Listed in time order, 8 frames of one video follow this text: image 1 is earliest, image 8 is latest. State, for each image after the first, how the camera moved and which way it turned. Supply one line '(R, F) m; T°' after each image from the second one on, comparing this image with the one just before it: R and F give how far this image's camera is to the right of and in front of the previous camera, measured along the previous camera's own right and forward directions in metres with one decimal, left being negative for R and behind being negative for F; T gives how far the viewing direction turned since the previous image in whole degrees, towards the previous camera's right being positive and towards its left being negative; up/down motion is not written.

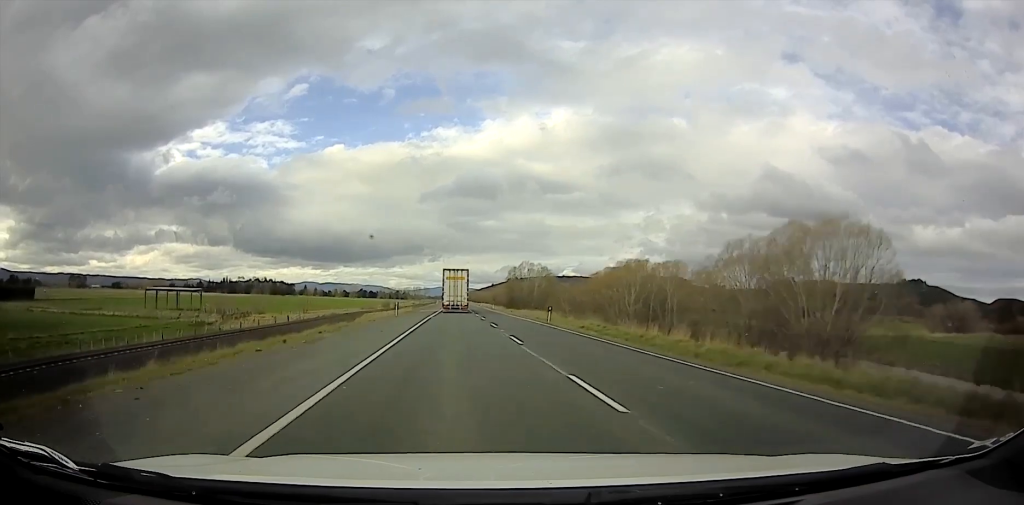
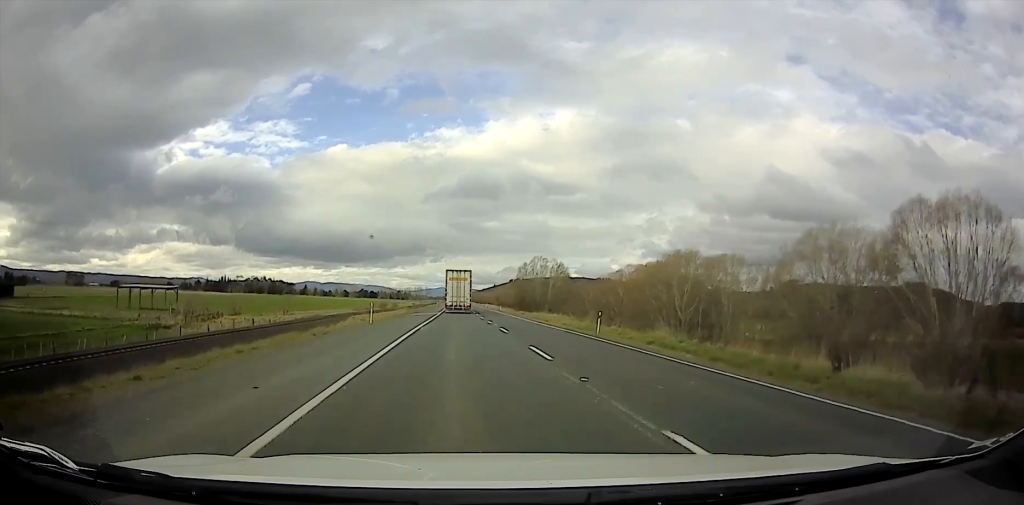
(0.0, +14.3) m; 0°
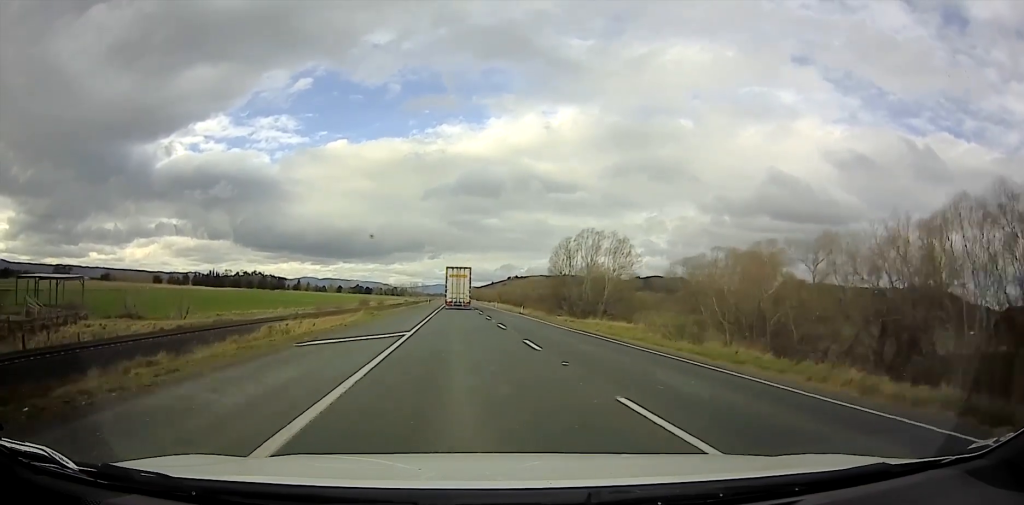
(0.0, +32.7) m; 0°
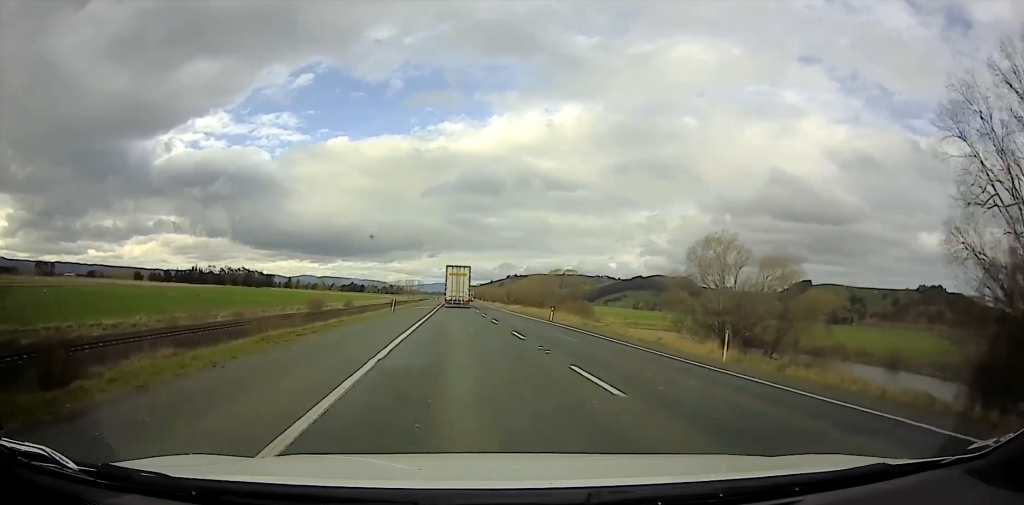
(0.0, +42.2) m; 0°
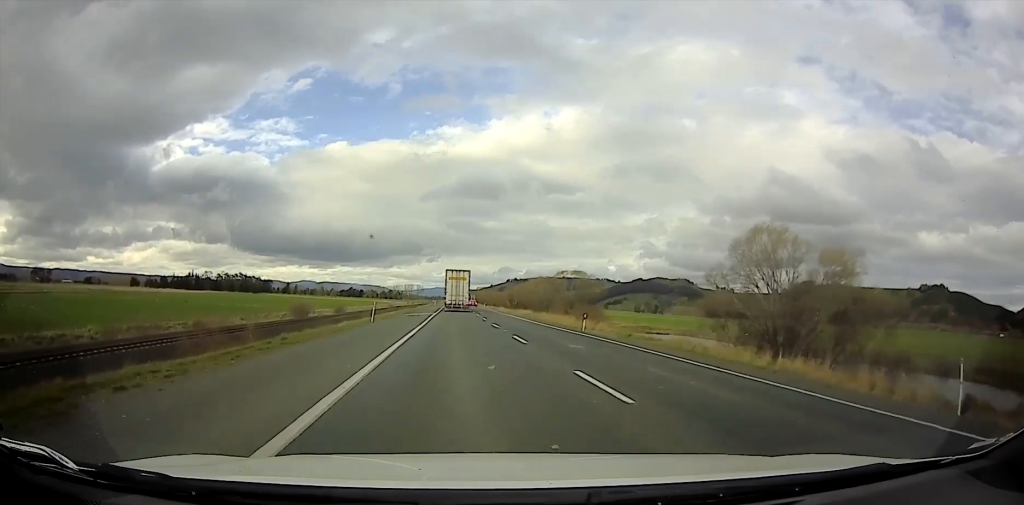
(0.0, +6.8) m; 0°
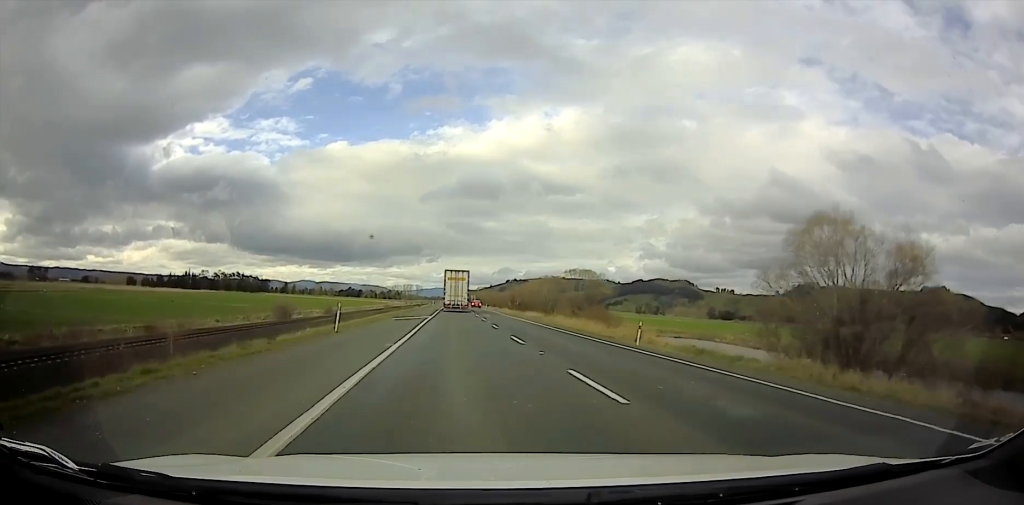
(0.0, +6.2) m; 0°
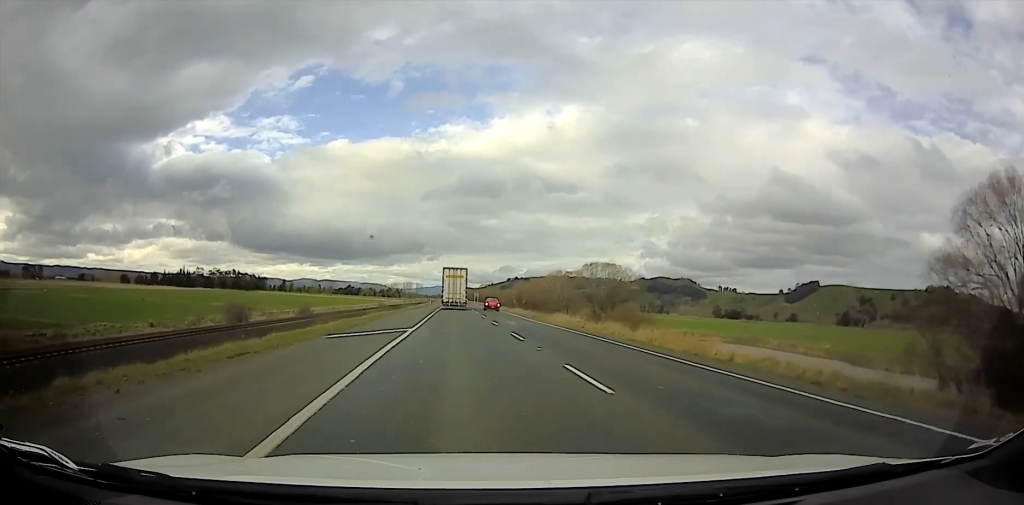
(0.0, +11.5) m; 0°
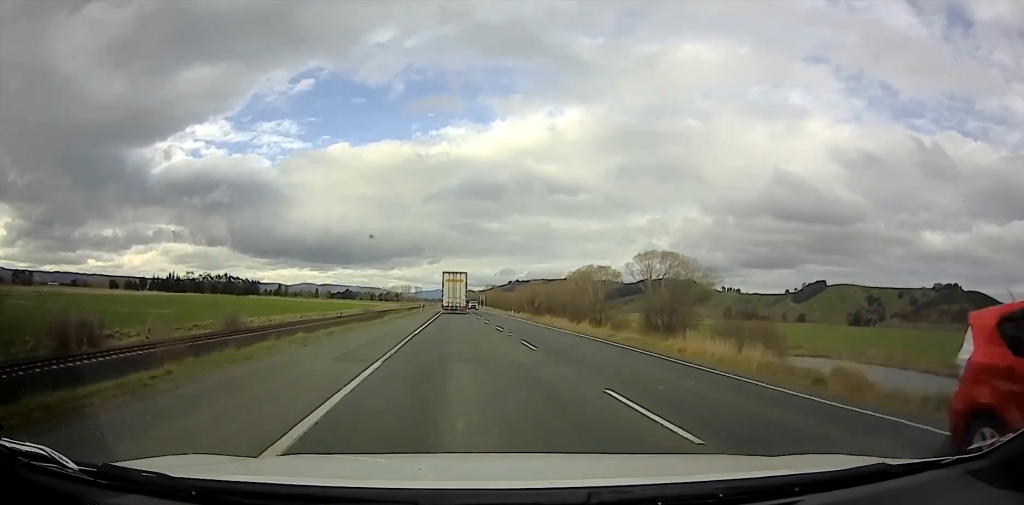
(0.0, +17.3) m; 0°
